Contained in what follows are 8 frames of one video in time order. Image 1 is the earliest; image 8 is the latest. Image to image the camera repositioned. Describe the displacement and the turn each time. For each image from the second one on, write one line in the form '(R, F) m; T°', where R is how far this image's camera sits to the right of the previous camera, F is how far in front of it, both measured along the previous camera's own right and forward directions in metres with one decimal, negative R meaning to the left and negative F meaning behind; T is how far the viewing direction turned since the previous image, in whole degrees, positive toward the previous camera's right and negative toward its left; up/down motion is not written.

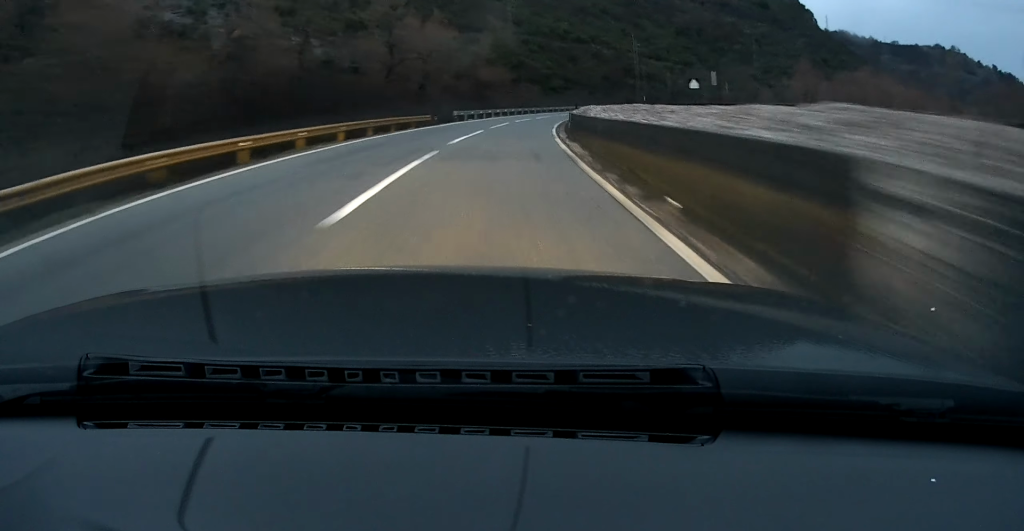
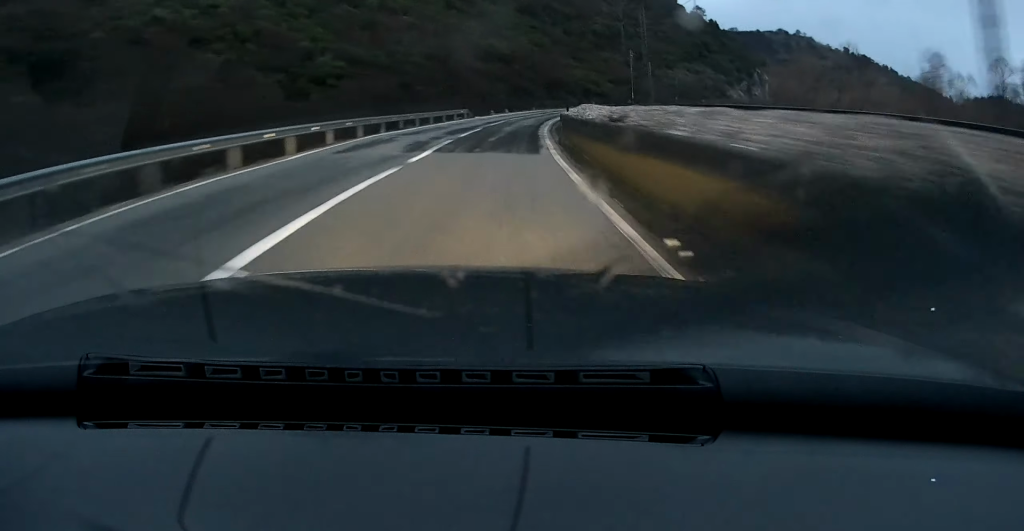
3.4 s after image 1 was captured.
(+13.9, +87.8) m; +17°
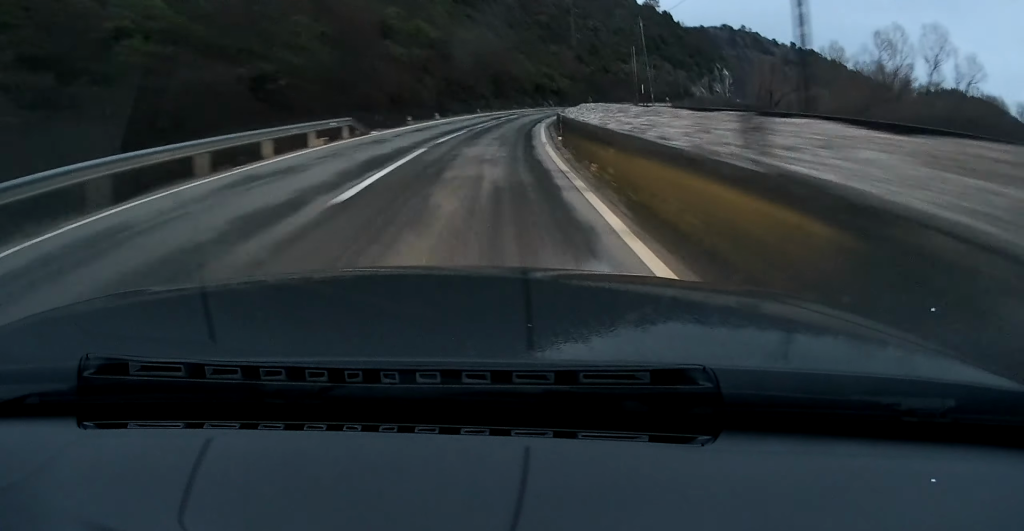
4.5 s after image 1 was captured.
(+0.5, +29.7) m; +5°
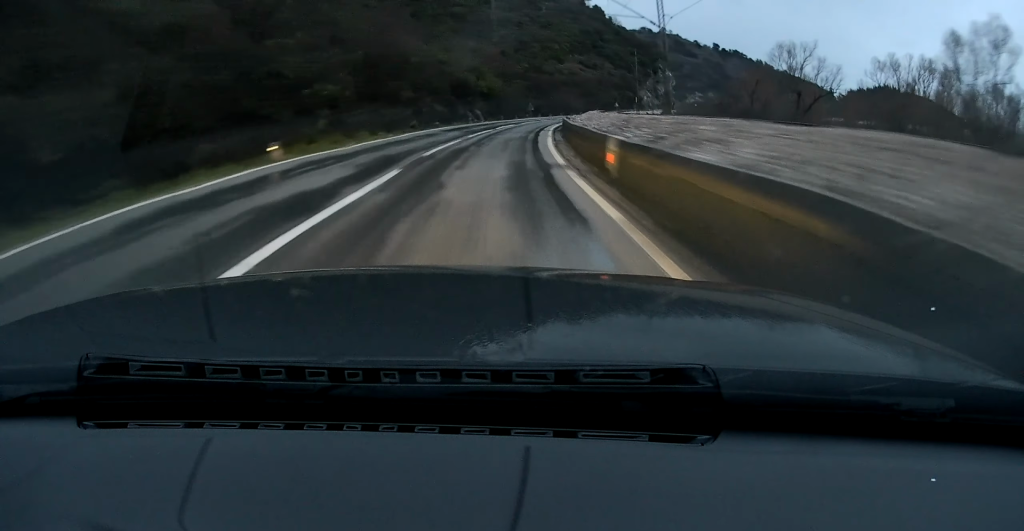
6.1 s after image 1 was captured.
(+3.2, +44.0) m; +8°
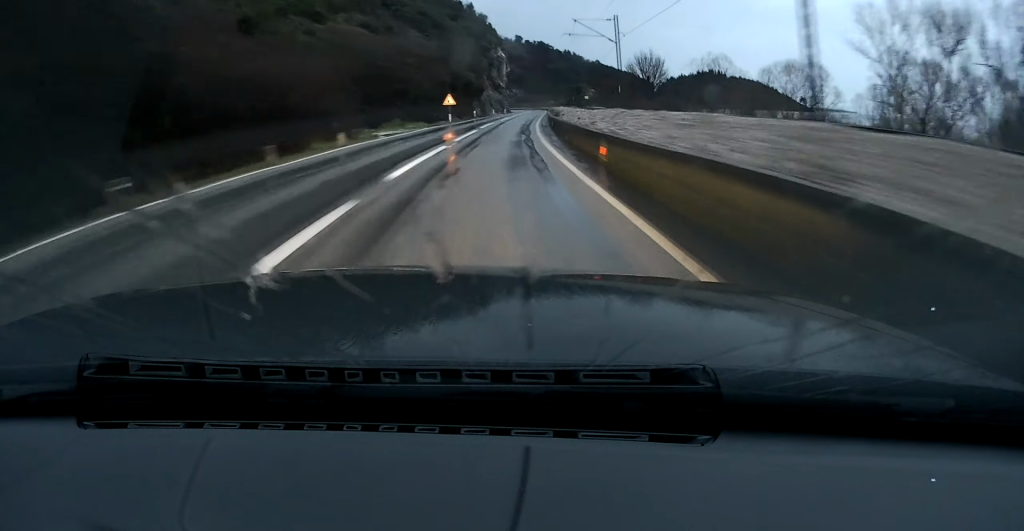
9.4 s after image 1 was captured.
(+14.9, +93.3) m; +16°
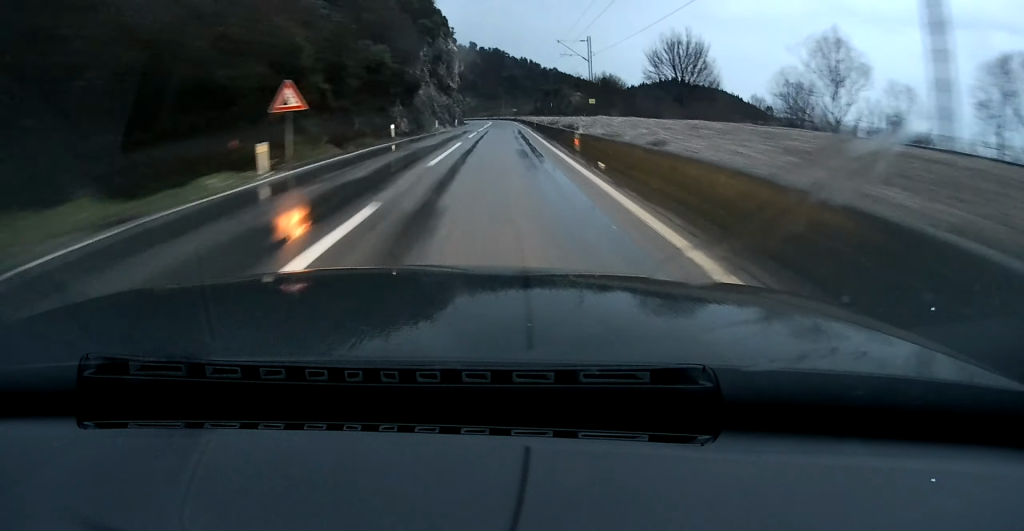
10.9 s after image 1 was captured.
(+2.1, +40.7) m; +4°
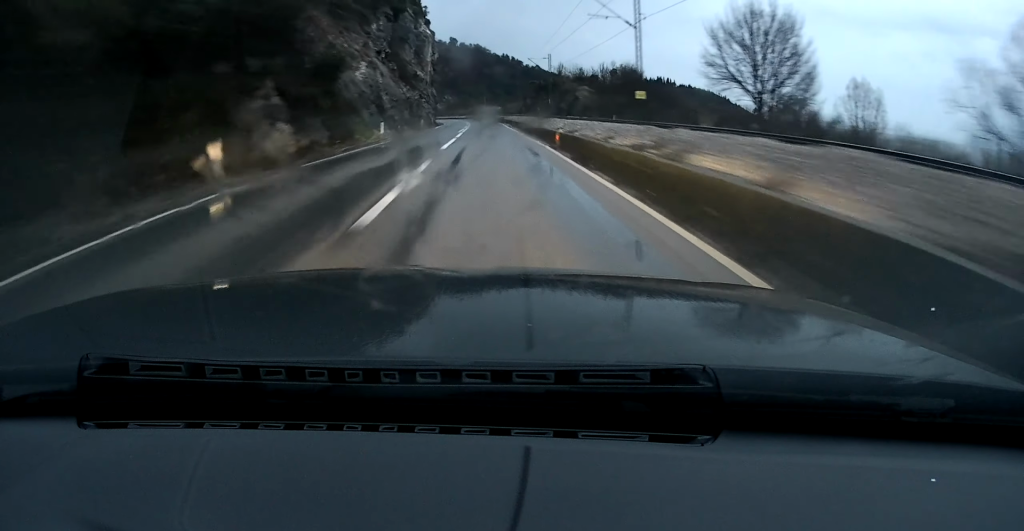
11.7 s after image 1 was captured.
(+0.7, +24.6) m; +1°
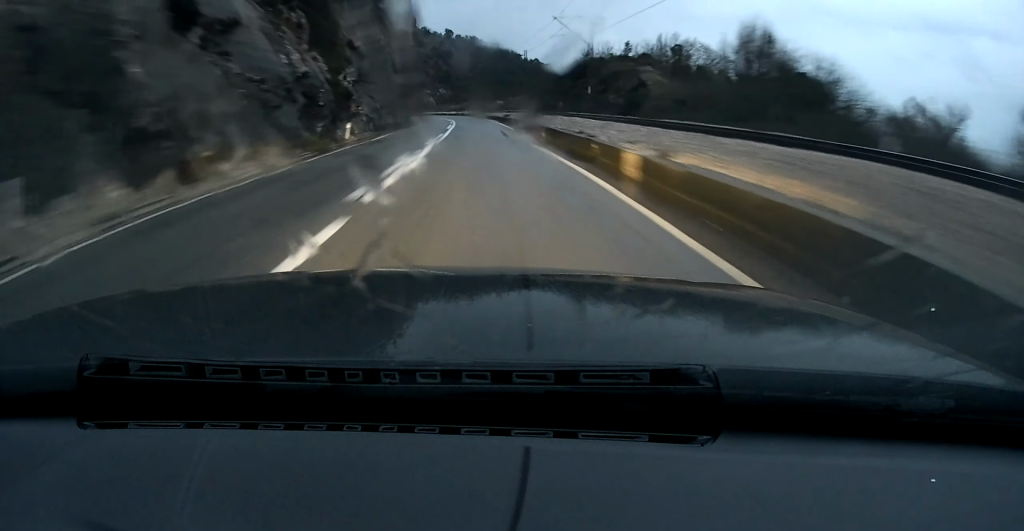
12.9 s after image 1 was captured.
(+0.4, +32.8) m; 0°
